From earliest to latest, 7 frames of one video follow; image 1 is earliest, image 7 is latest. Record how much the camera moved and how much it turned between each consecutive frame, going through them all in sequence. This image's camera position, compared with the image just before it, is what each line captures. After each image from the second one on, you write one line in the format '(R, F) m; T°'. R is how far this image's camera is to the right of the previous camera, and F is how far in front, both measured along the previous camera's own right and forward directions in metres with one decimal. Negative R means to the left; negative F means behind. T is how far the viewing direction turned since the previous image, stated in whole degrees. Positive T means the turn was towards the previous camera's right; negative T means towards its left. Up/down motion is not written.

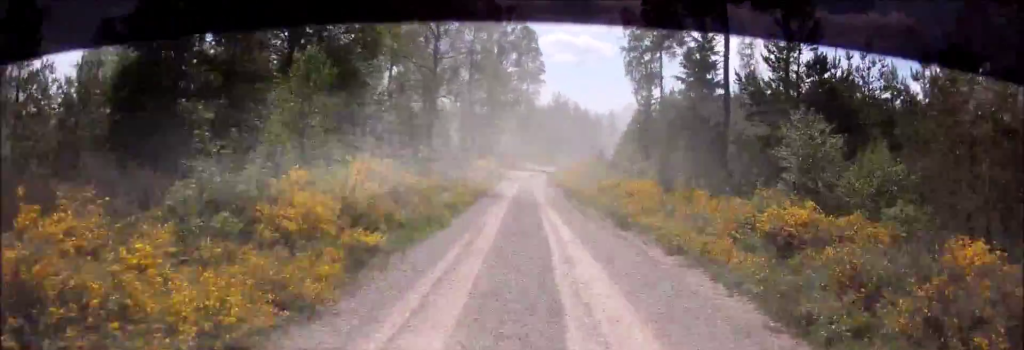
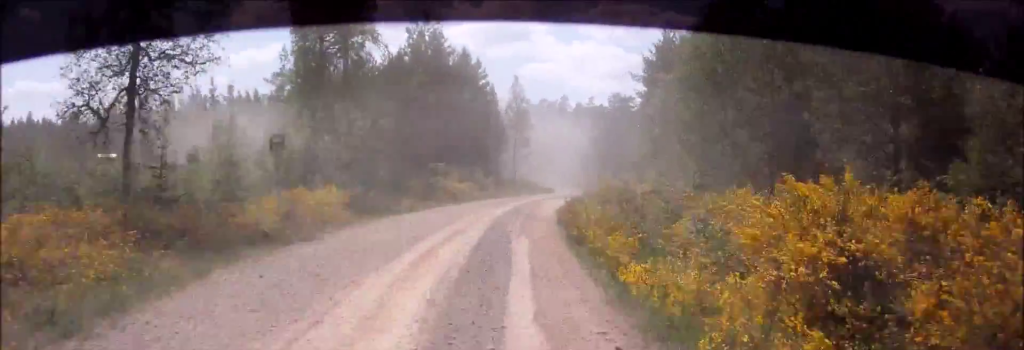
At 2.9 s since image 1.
(+7.7, +85.1) m; +12°
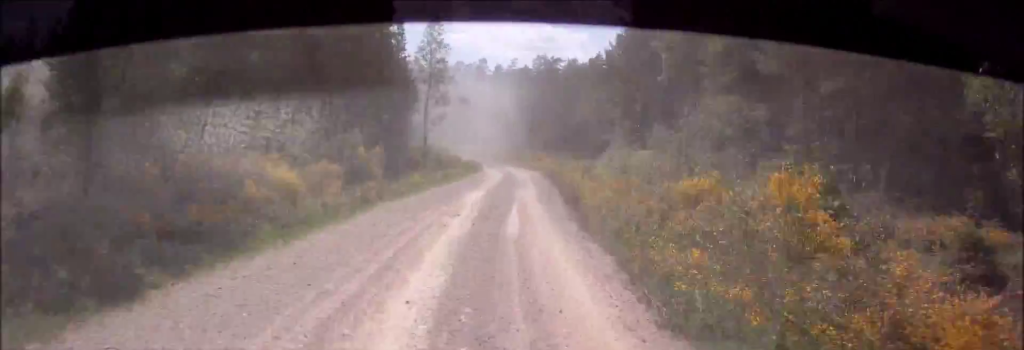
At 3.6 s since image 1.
(+0.7, +23.9) m; +1°
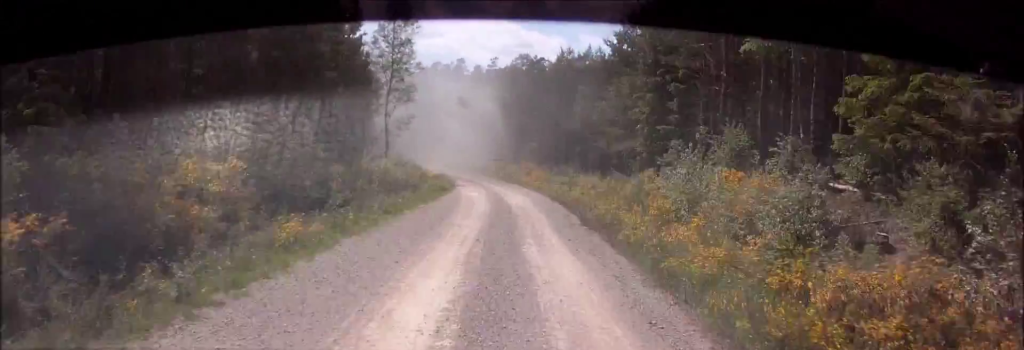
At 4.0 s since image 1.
(+0.2, +14.5) m; -2°
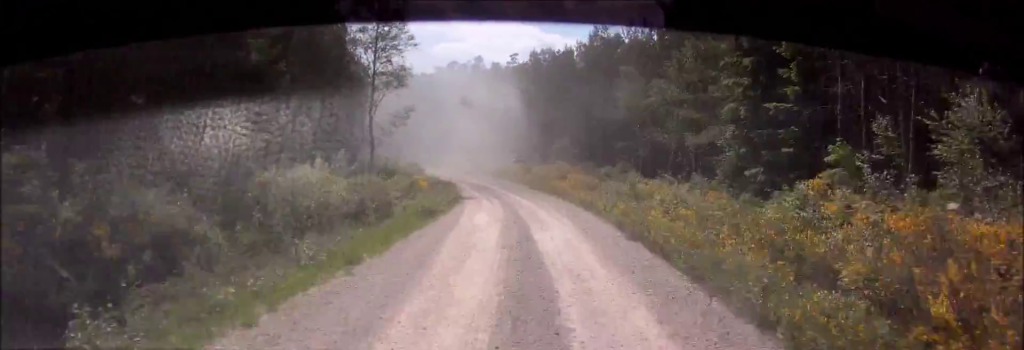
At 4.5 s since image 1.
(0.0, +14.5) m; -2°
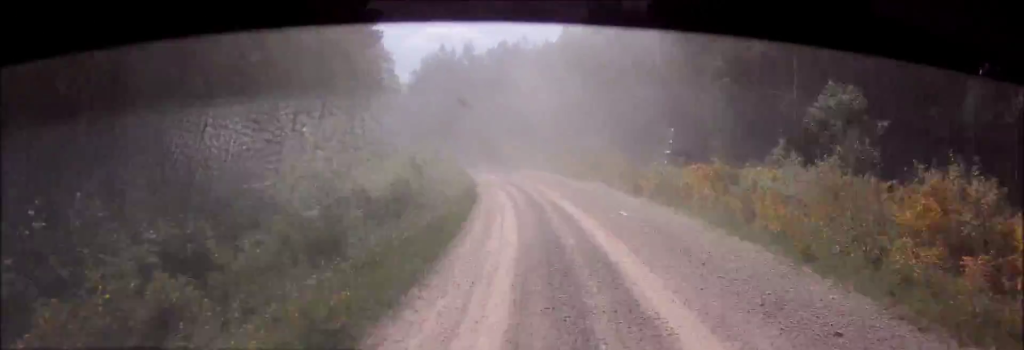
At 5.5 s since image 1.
(-2.3, +36.1) m; -7°
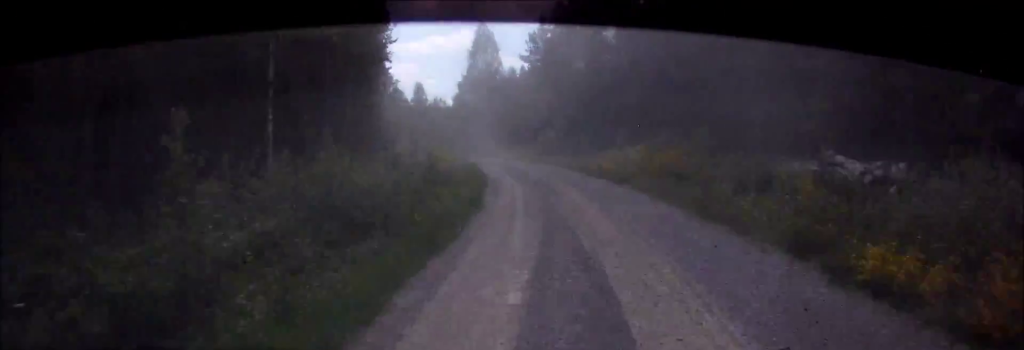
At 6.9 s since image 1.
(-4.1, +44.9) m; -9°
